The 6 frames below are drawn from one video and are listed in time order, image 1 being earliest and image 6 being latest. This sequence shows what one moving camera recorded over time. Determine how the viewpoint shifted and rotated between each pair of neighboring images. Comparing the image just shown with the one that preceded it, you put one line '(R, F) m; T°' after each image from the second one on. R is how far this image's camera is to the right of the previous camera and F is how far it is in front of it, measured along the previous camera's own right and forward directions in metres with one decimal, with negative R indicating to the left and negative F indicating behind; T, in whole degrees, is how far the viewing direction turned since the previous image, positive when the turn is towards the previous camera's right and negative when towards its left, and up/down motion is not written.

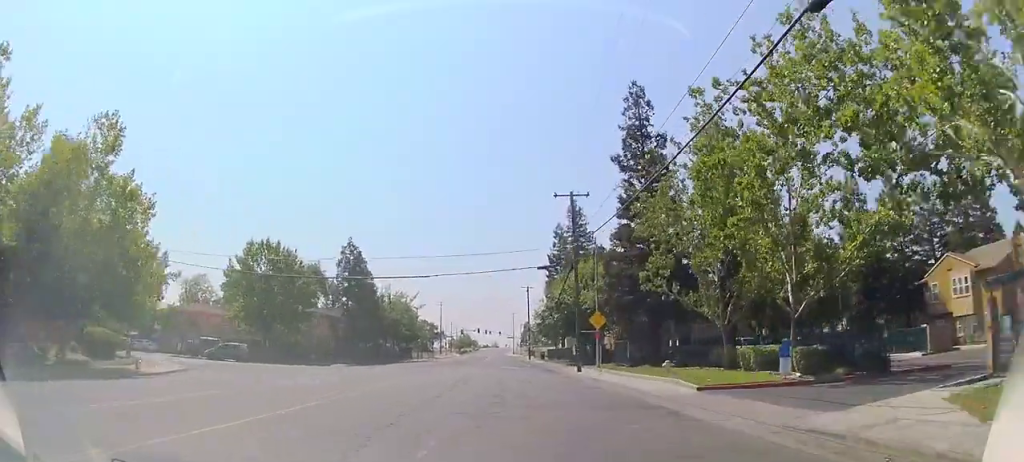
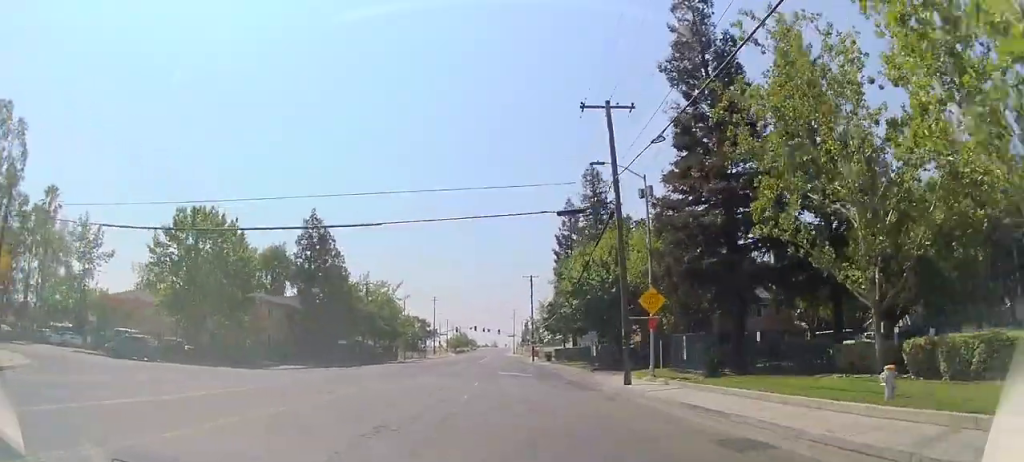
(0.0, +13.9) m; 0°
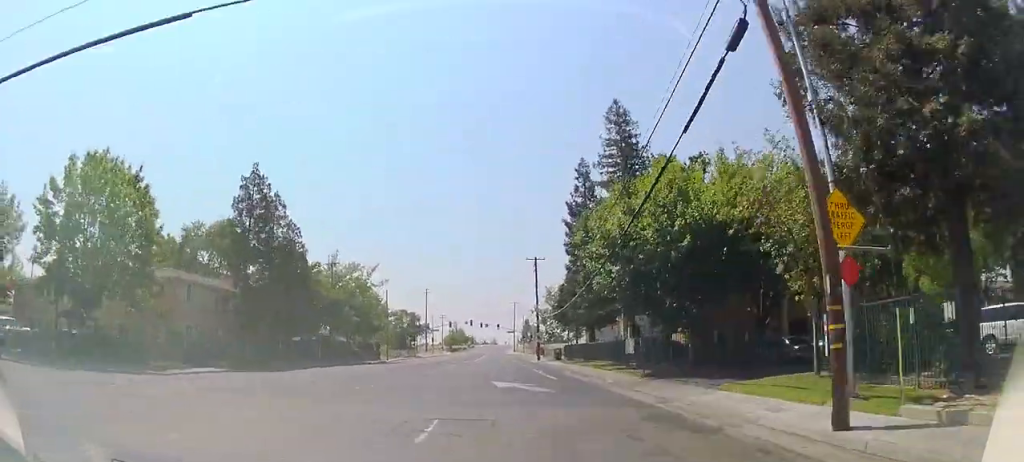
(0.0, +13.9) m; 0°
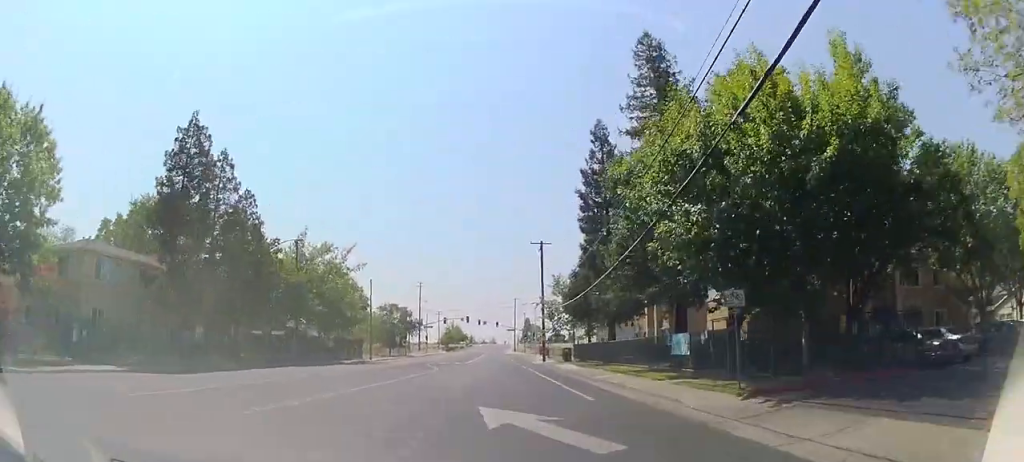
(0.0, +10.1) m; 0°
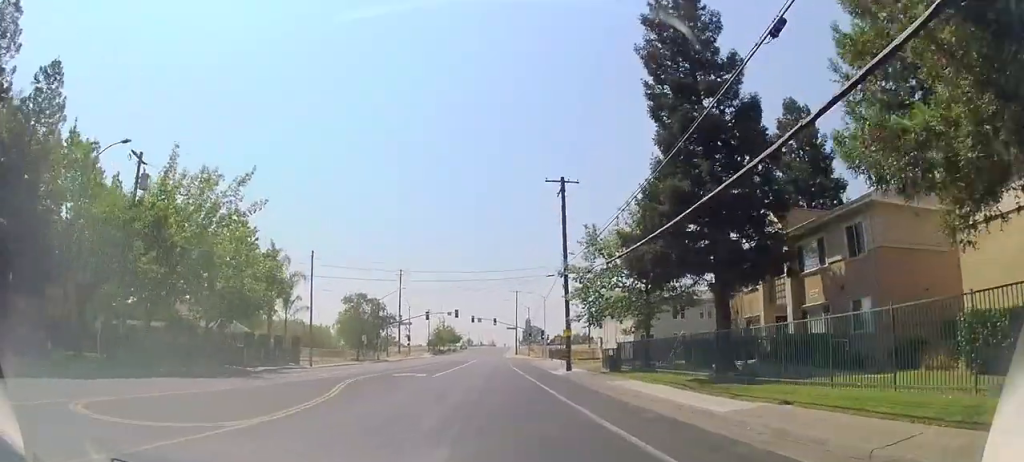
(0.0, +23.1) m; -1°
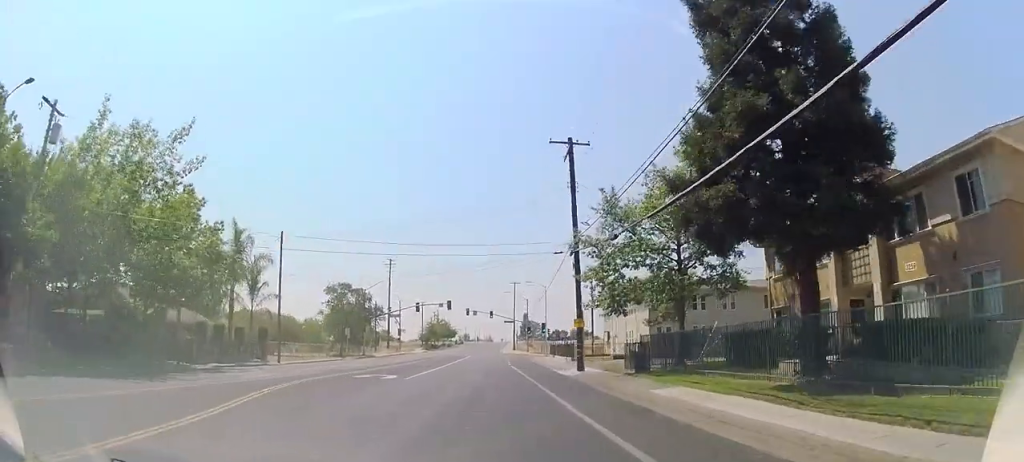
(-0.1, +7.0) m; 0°
